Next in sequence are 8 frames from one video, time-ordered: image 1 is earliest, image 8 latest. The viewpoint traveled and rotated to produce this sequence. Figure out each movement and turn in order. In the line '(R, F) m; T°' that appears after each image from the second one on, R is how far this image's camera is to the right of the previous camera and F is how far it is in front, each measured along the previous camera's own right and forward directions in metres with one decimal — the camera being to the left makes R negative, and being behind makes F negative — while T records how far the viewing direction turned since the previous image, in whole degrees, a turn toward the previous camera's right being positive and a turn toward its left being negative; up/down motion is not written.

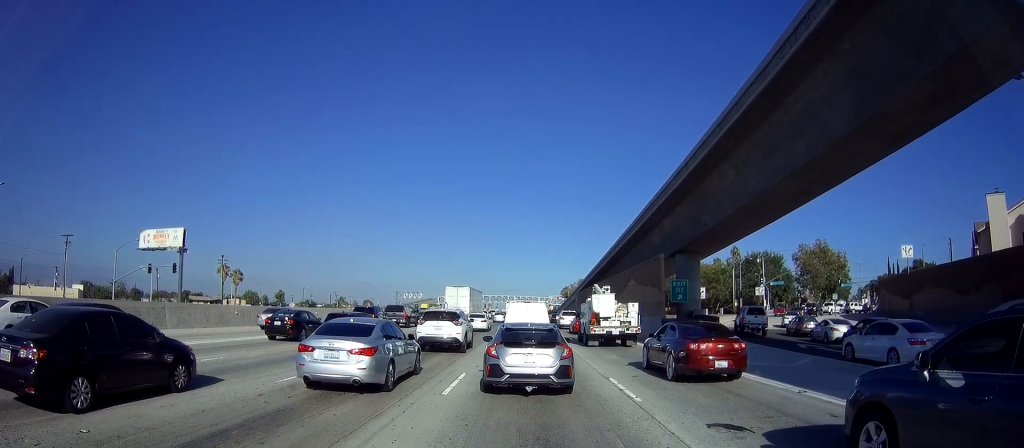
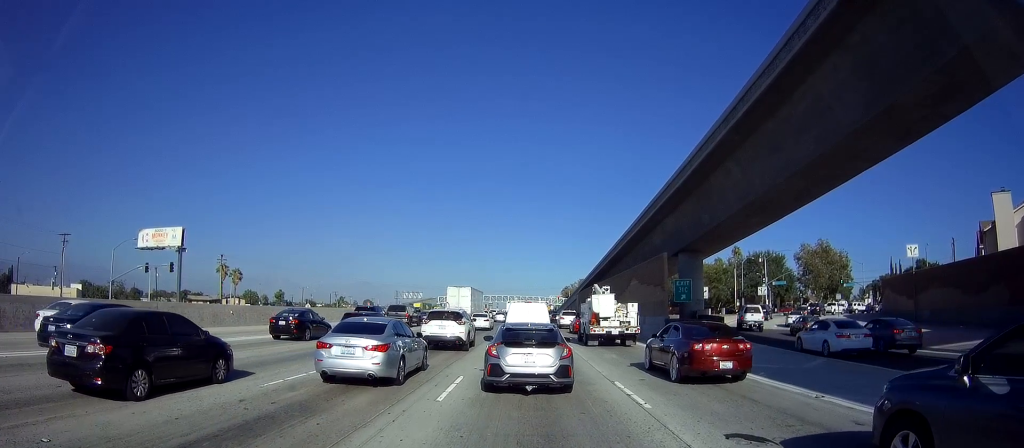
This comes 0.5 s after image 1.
(+0.1, +0.8) m; +1°
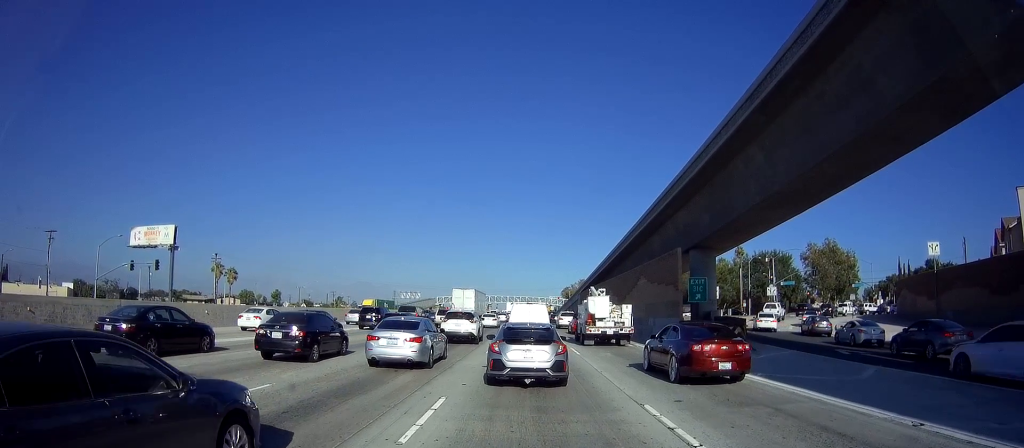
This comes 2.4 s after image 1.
(-0.3, +4.2) m; -5°
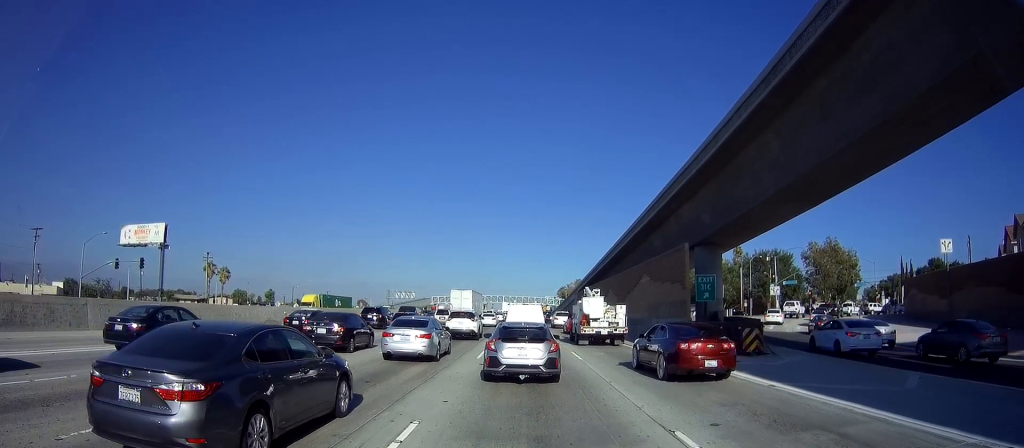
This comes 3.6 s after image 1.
(+0.1, +3.0) m; +2°
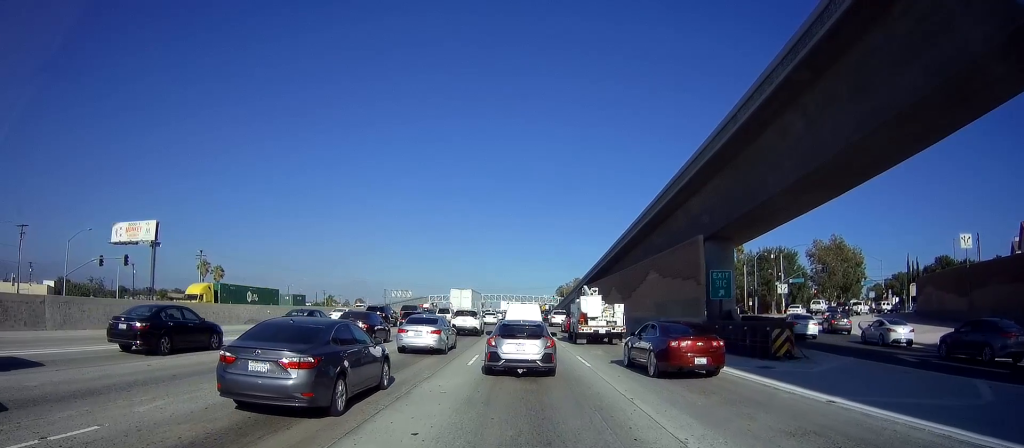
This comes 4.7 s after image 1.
(0.0, +3.2) m; 0°
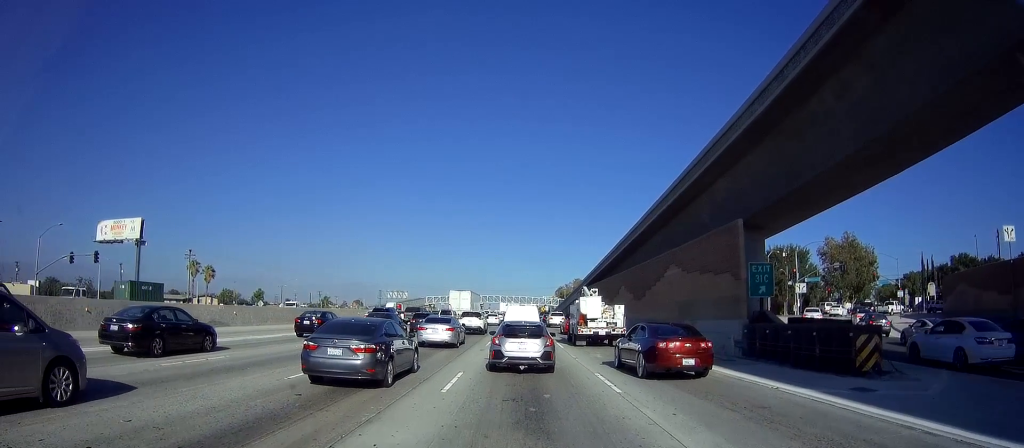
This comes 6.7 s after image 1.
(0.0, +5.9) m; 0°
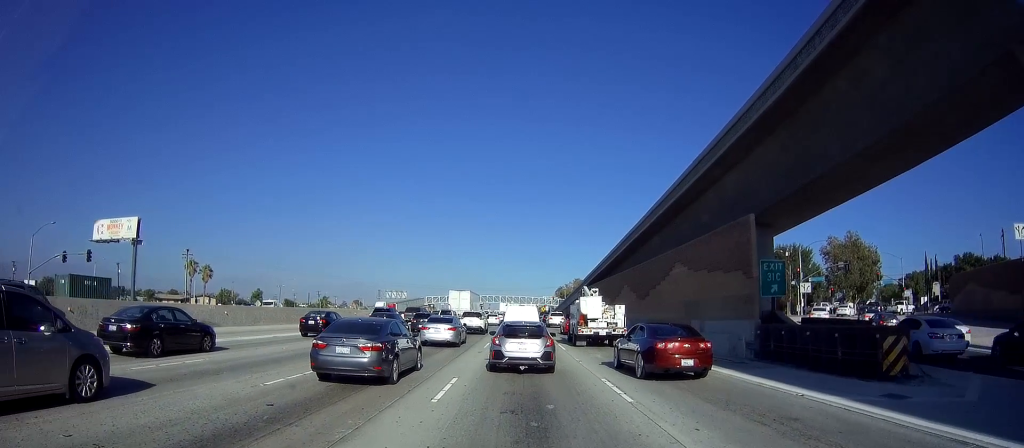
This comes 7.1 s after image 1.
(0.0, +1.2) m; 0°
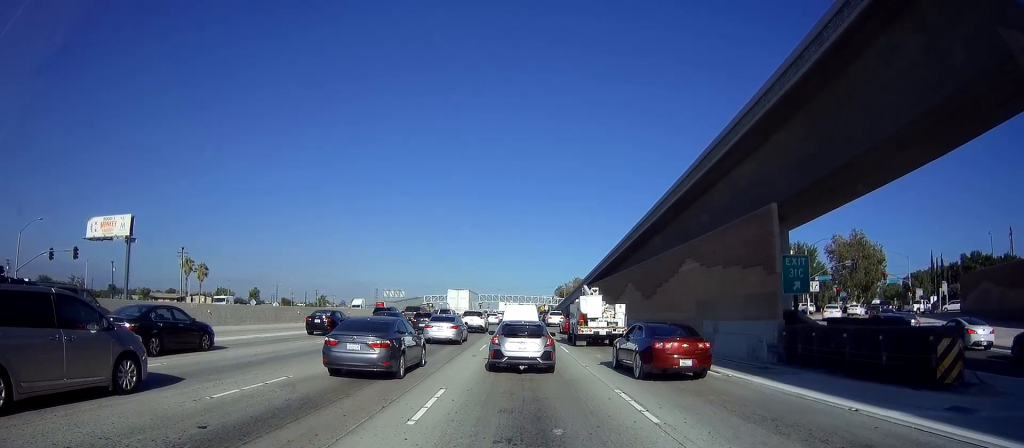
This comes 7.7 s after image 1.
(0.0, +2.1) m; 0°
